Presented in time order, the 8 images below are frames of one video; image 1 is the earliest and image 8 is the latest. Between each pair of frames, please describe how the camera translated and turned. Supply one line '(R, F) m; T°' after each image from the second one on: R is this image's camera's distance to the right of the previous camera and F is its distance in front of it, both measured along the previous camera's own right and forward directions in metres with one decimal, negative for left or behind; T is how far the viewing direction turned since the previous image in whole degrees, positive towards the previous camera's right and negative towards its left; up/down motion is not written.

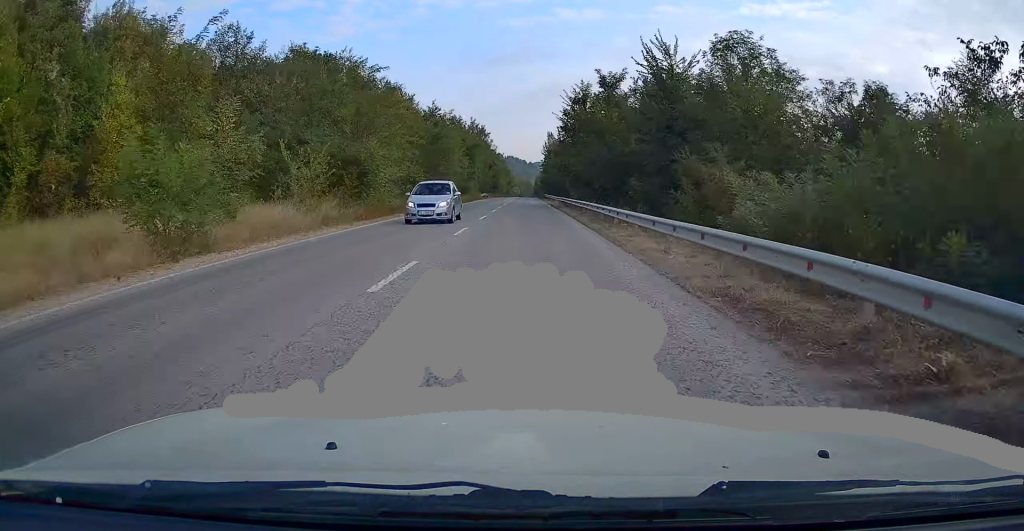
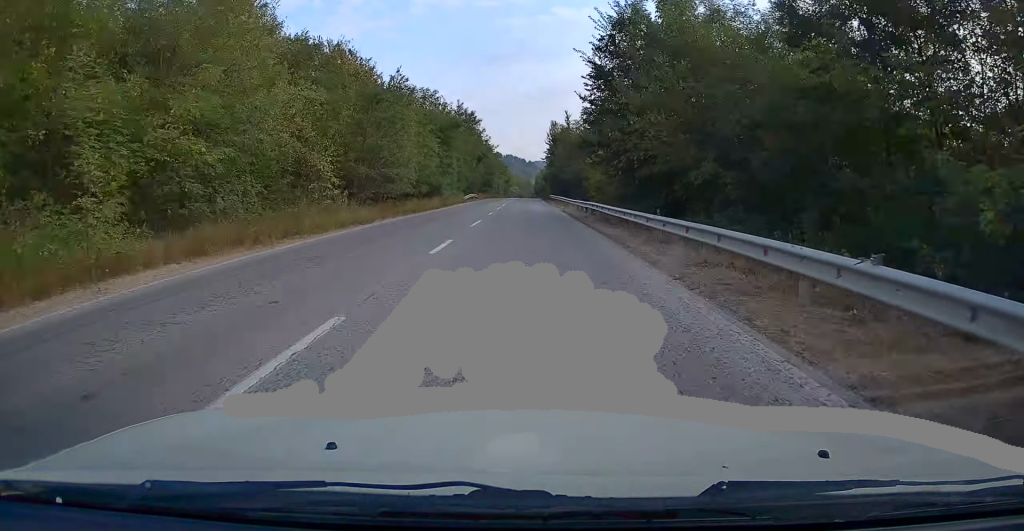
(0.0, +22.8) m; 0°
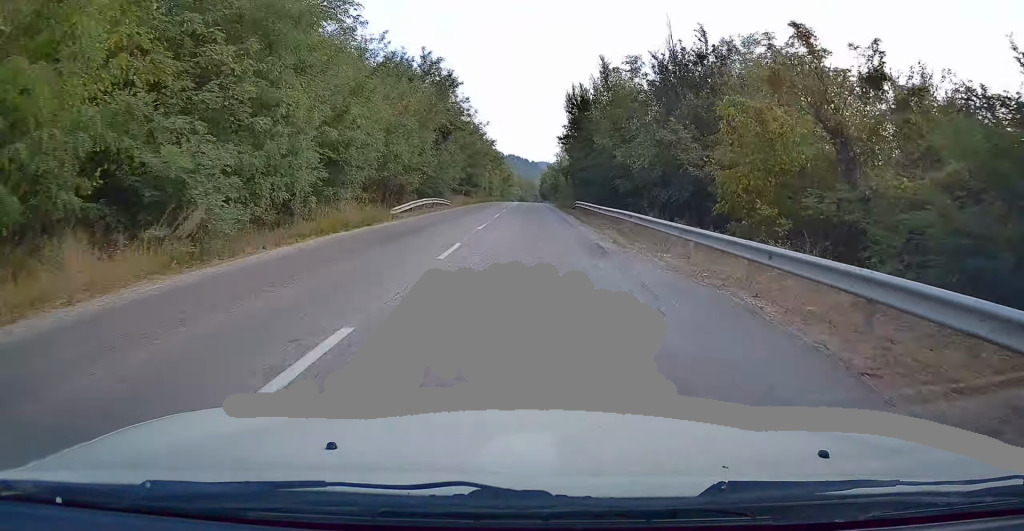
(-0.1, +36.8) m; 0°
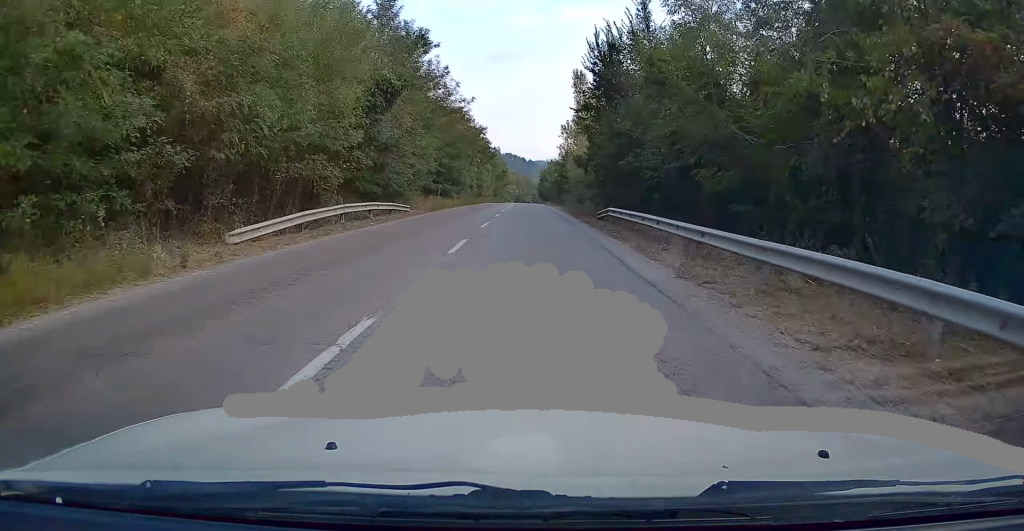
(-0.1, +17.4) m; 0°
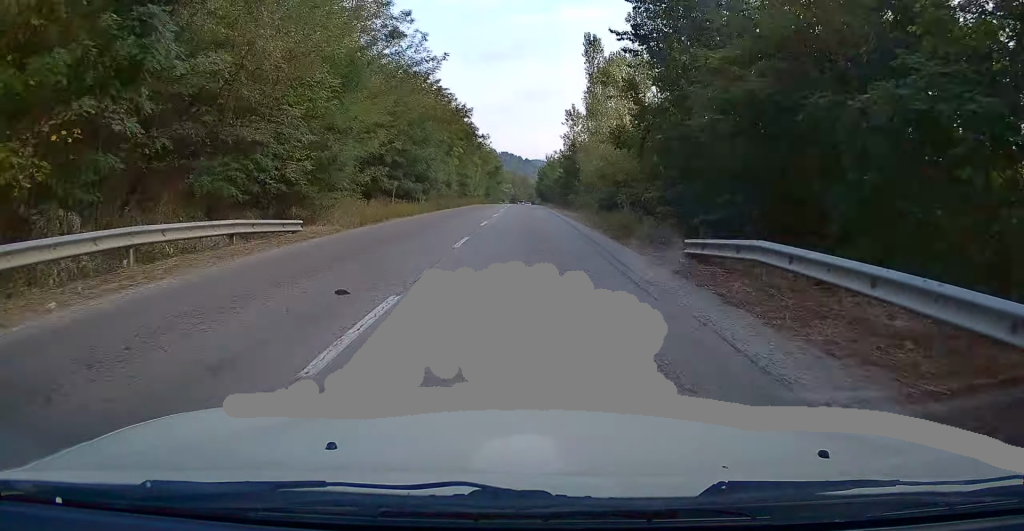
(+0.1, +16.5) m; 0°
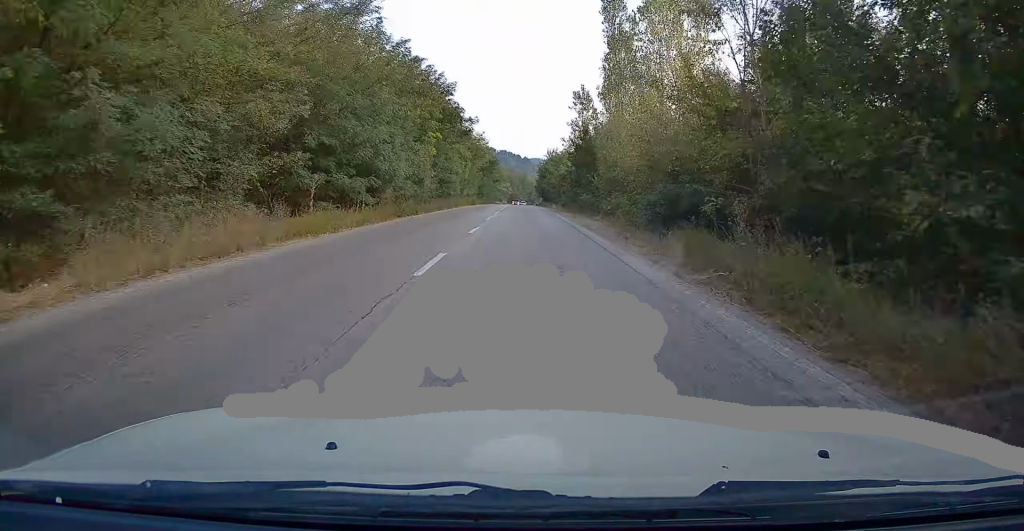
(0.0, +13.1) m; 0°
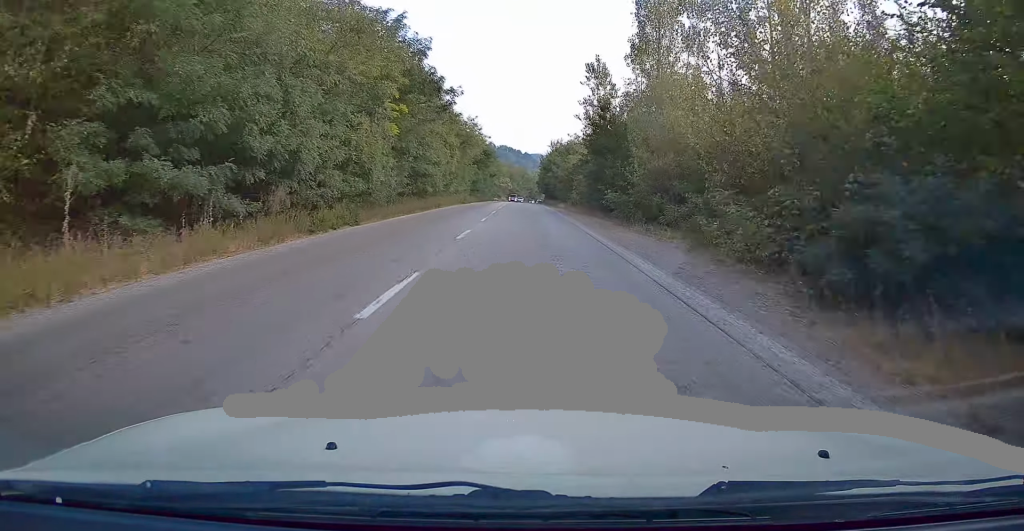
(0.0, +12.3) m; 0°
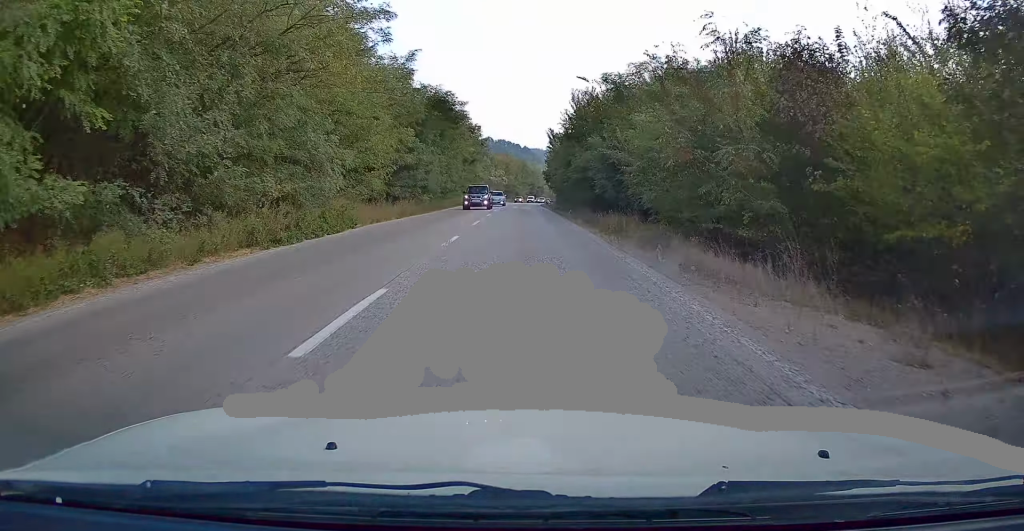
(+0.2, +46.5) m; 0°
